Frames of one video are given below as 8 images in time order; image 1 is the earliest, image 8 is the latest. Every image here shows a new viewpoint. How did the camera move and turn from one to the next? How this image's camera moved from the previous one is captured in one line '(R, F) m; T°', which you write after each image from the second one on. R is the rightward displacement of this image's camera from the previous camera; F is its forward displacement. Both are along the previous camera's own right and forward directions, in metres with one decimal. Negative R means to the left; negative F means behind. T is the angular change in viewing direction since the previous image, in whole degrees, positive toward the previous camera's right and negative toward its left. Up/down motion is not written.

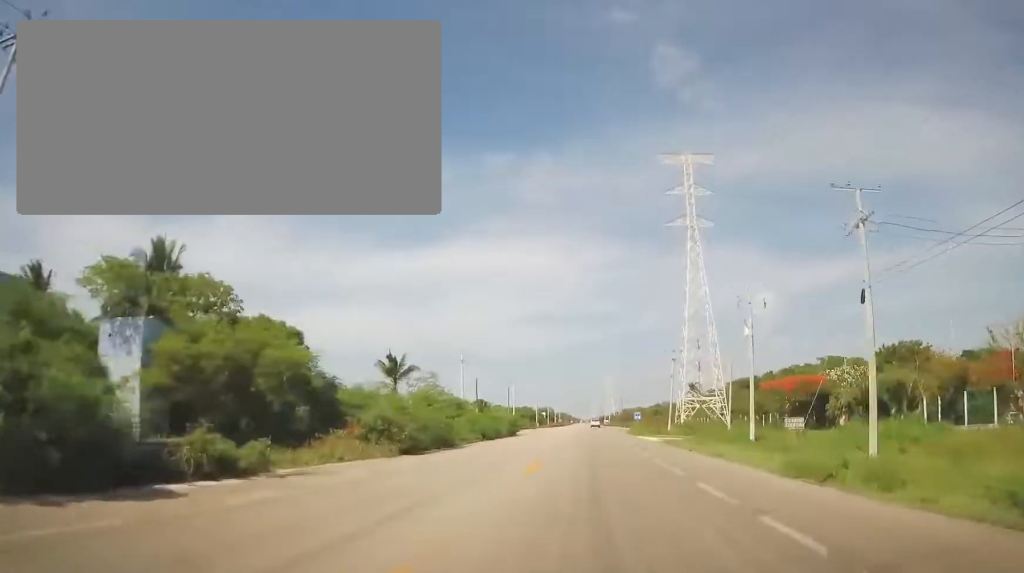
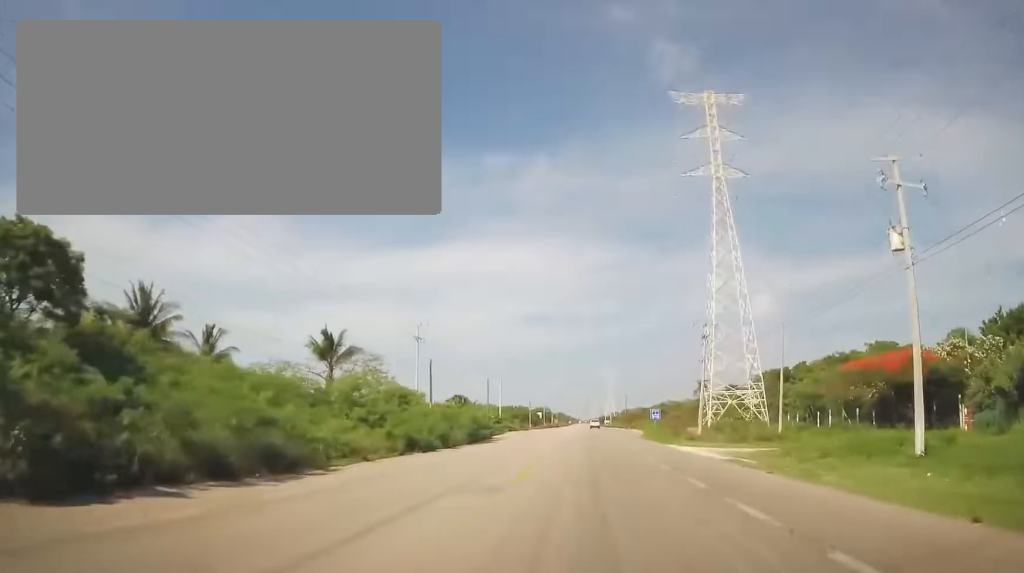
(+0.2, +19.1) m; 0°
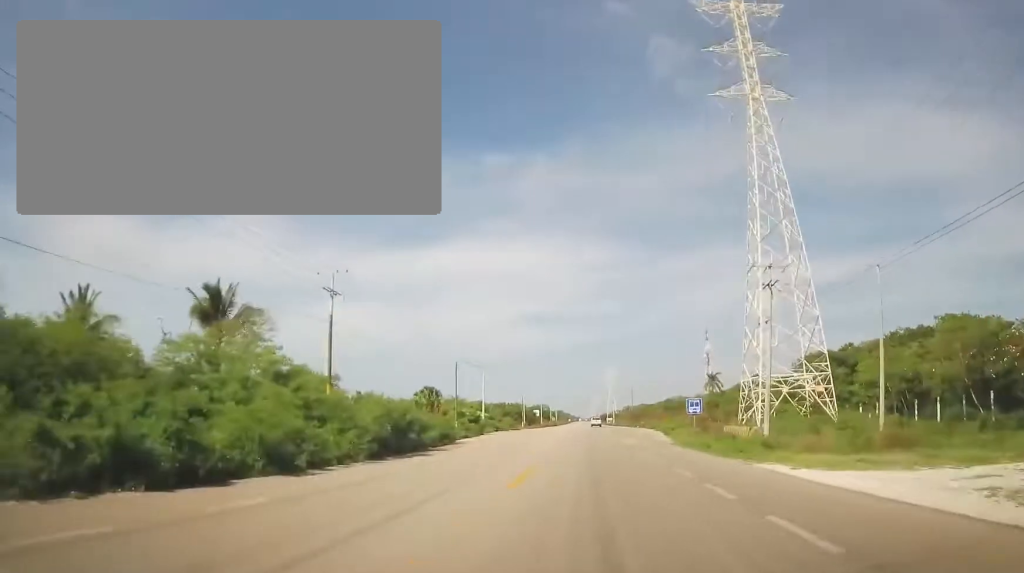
(0.0, +18.6) m; 0°
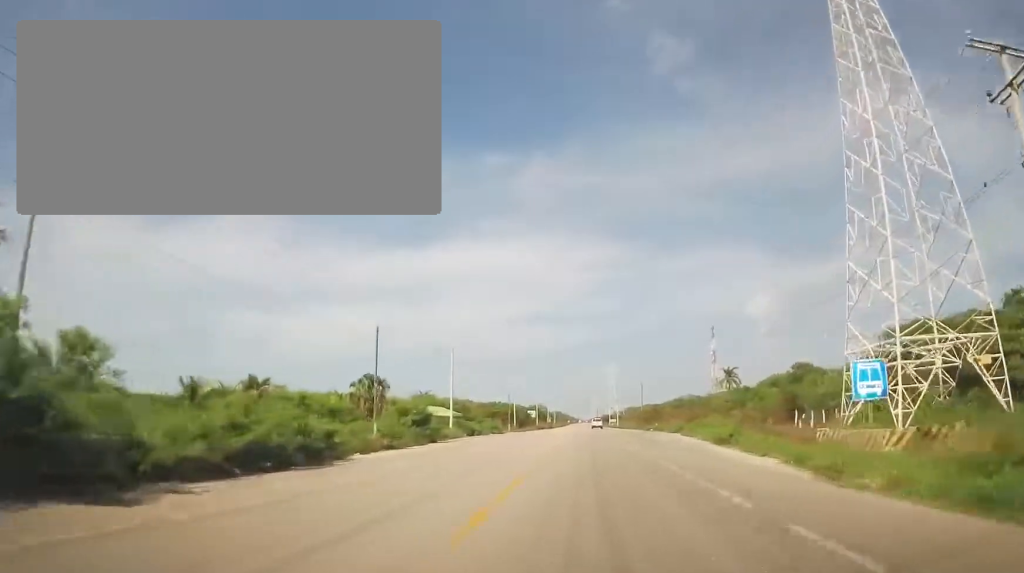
(-0.1, +21.8) m; -1°
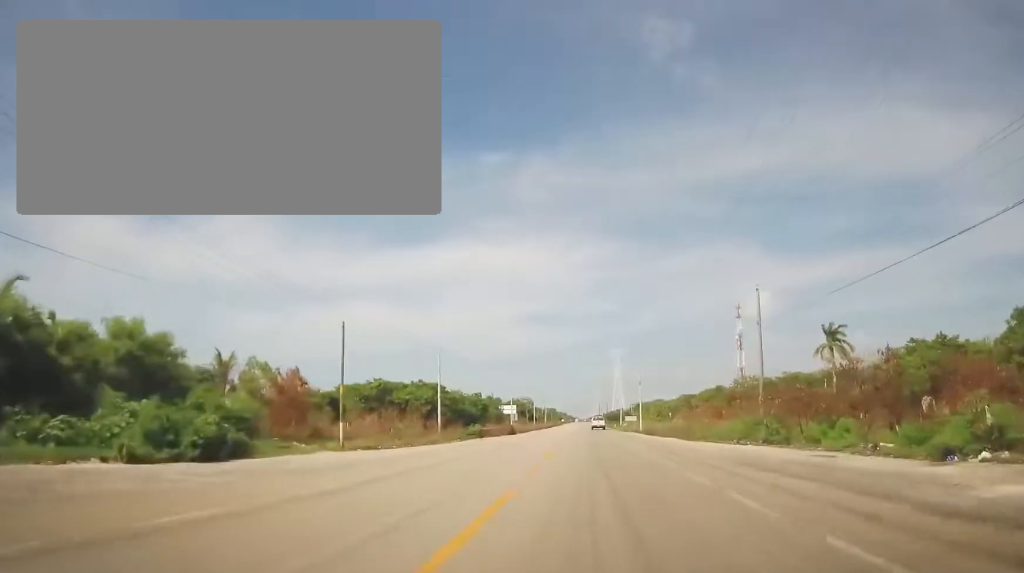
(0.0, +72.4) m; +1°
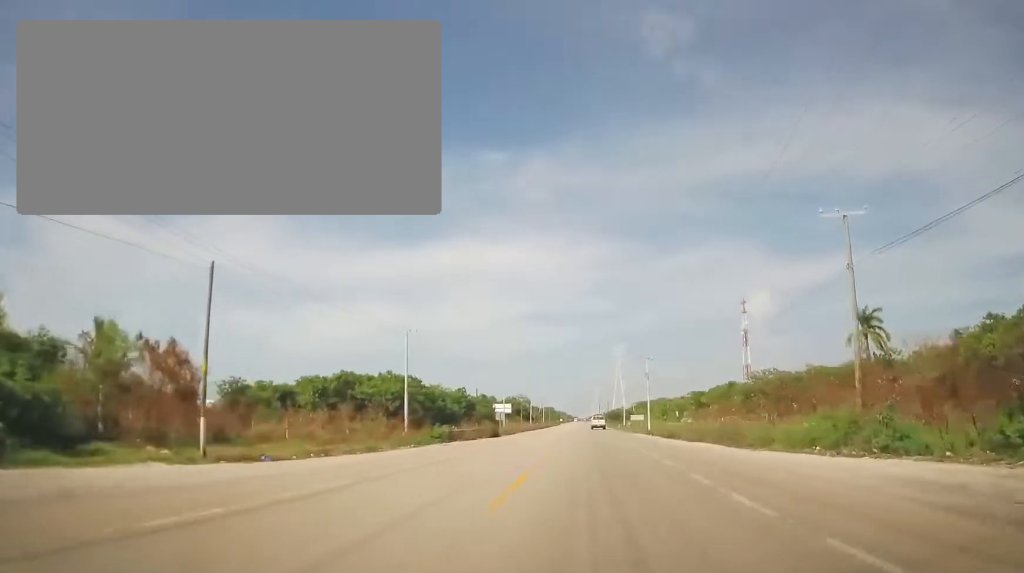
(-0.1, +12.7) m; 0°
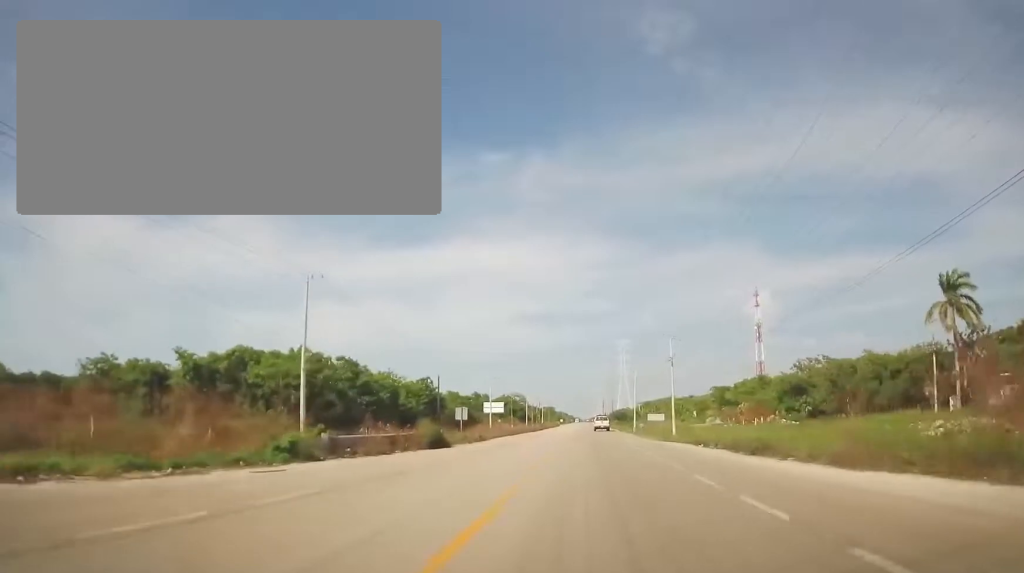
(+0.4, +21.4) m; 0°
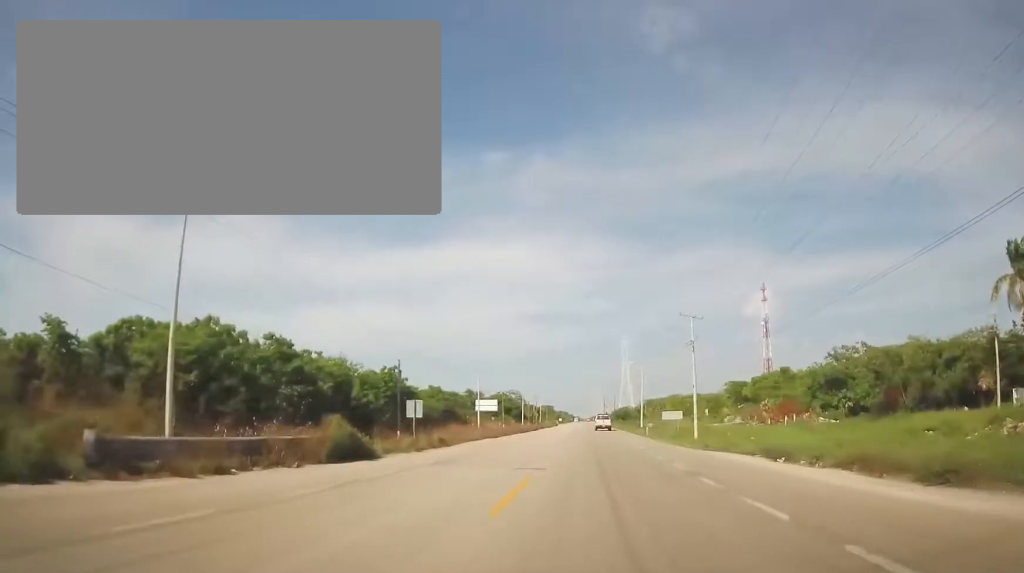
(-0.2, +12.3) m; 0°
